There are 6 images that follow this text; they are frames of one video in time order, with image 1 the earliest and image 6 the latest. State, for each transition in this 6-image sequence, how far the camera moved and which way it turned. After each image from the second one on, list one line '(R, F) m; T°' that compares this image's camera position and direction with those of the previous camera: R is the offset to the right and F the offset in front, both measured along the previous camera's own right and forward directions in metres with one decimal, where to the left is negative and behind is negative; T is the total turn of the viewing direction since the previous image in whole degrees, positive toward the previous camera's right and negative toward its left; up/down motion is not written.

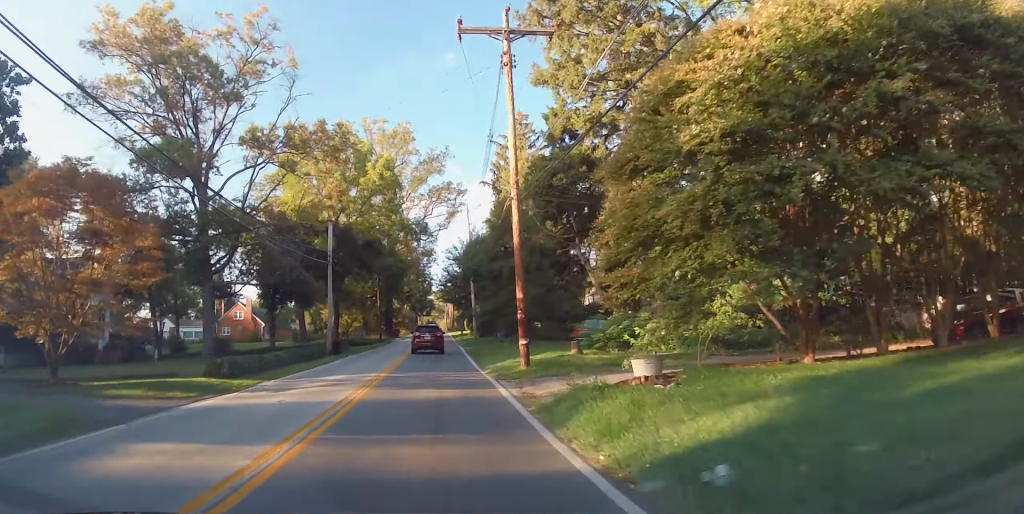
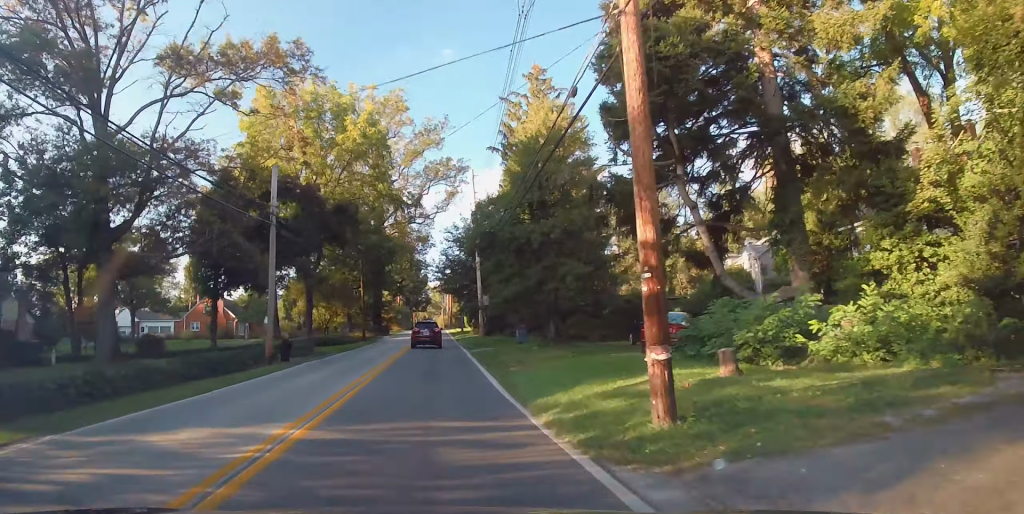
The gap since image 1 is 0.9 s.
(+0.3, +11.7) m; +3°
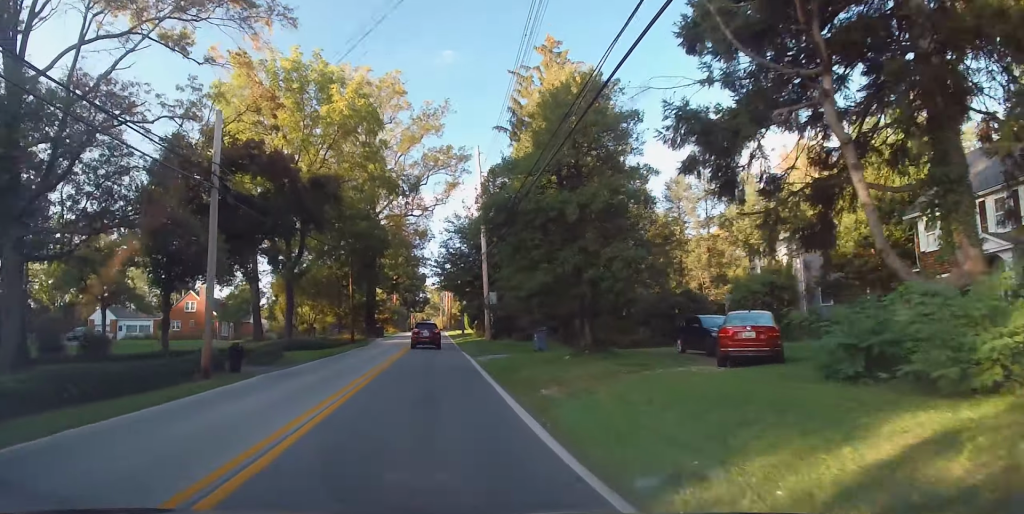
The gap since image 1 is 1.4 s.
(+0.2, +6.4) m; 0°
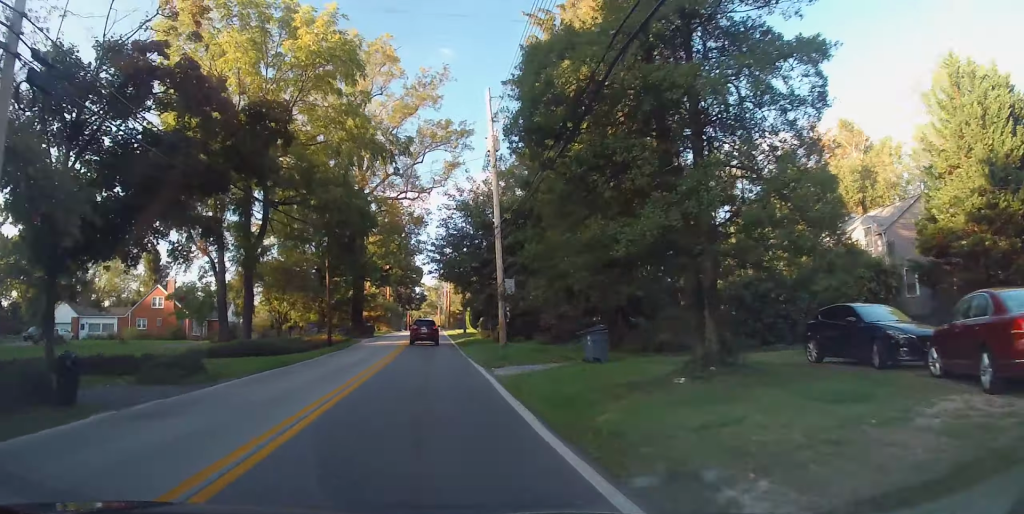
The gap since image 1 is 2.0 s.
(+0.1, +9.3) m; 0°
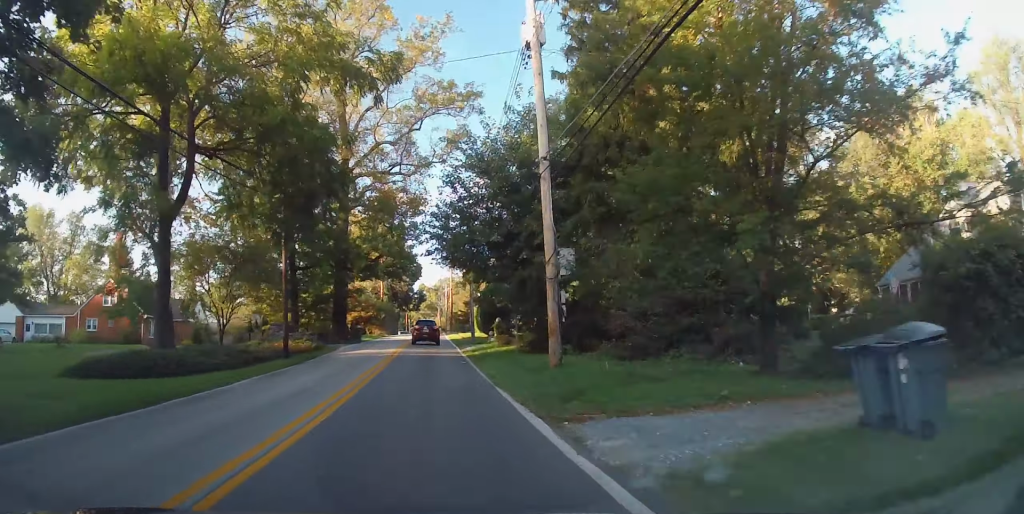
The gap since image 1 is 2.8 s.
(-0.3, +11.5) m; -1°
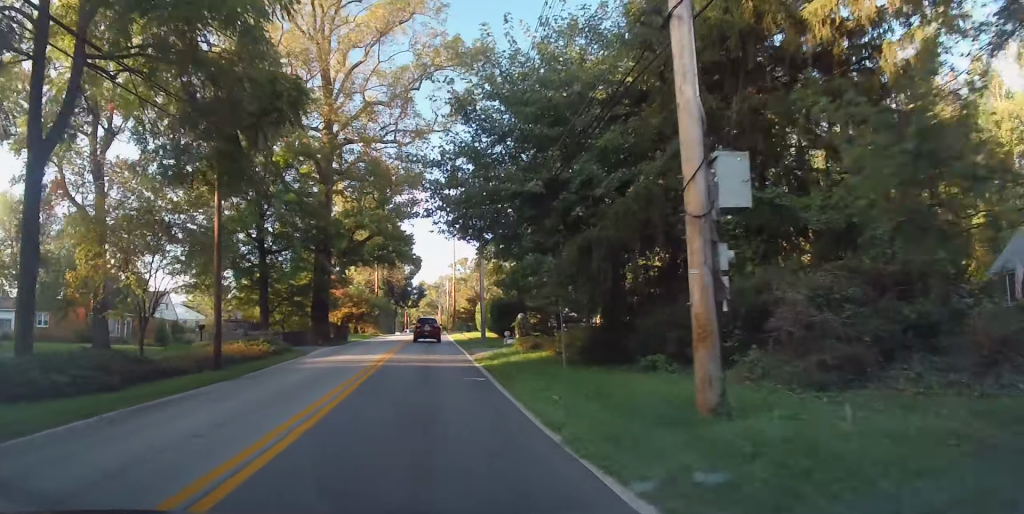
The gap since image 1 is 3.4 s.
(+0.1, +8.9) m; 0°
